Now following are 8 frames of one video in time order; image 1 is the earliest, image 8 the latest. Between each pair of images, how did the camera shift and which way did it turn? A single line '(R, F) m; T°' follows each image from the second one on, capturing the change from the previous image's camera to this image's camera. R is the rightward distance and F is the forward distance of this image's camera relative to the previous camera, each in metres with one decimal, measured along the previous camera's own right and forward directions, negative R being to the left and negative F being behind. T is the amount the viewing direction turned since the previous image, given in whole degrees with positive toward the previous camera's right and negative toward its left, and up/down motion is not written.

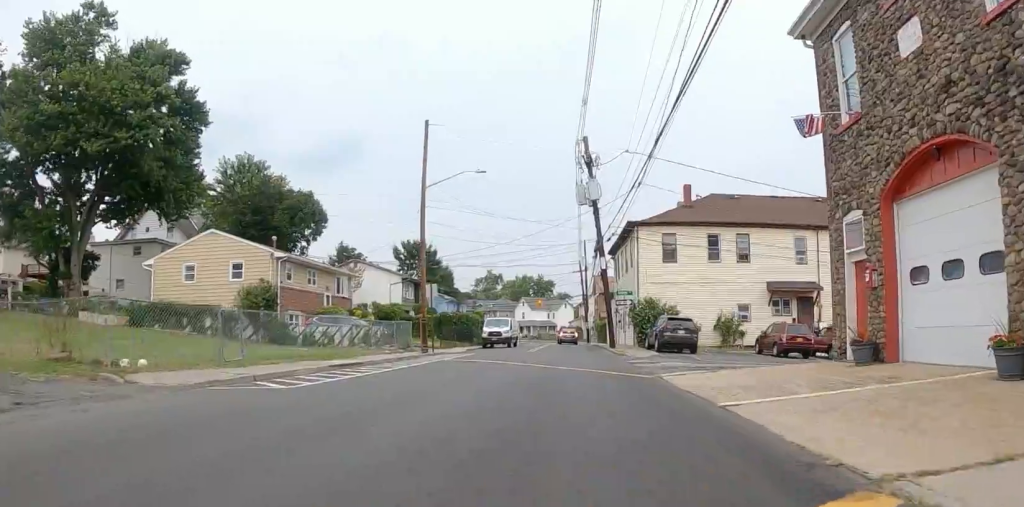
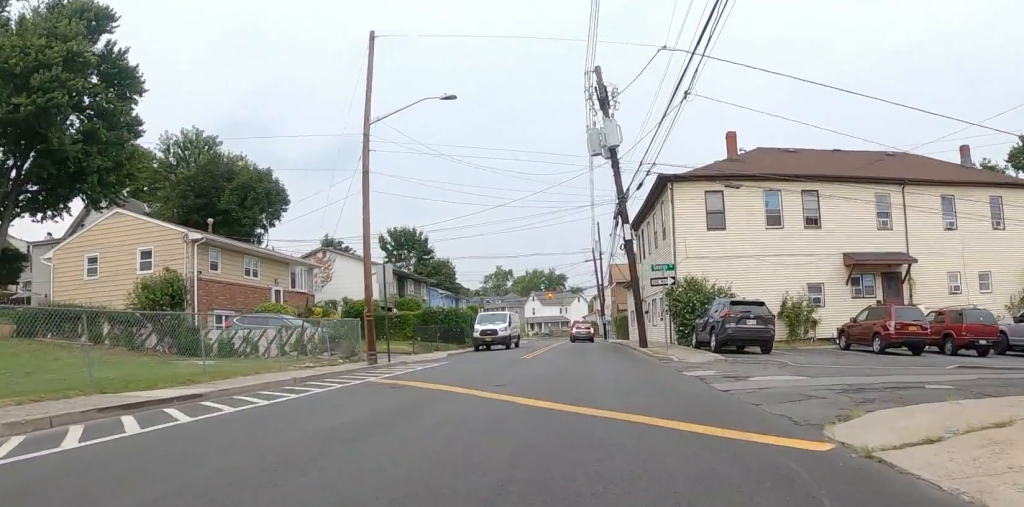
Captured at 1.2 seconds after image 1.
(+0.1, +8.9) m; +14°
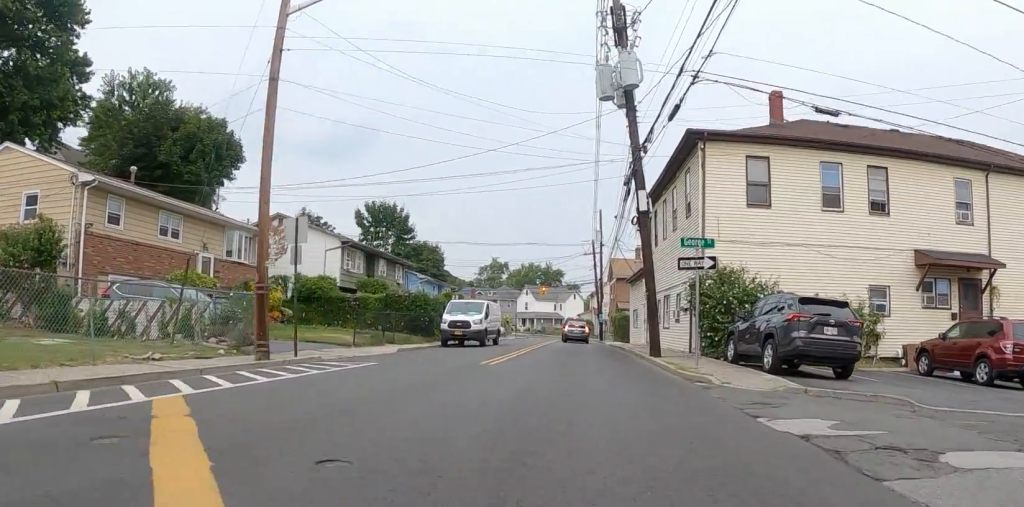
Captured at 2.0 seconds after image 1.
(+1.5, +6.1) m; +3°
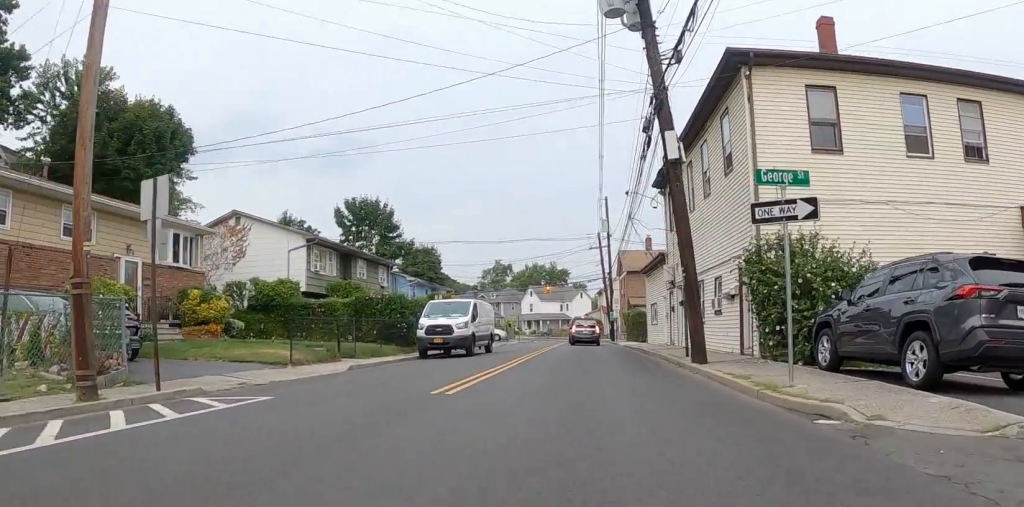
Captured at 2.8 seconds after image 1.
(-0.7, +5.1) m; -7°
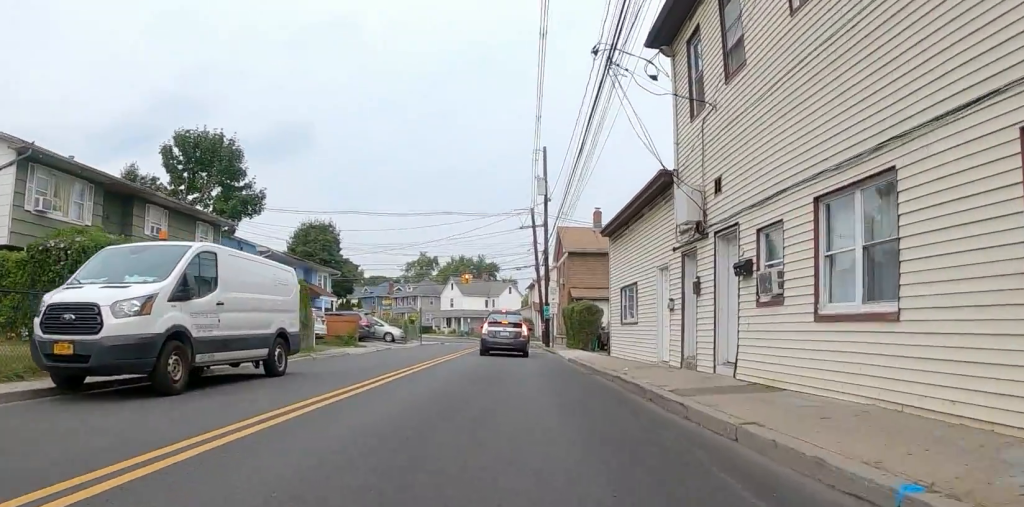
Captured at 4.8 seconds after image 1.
(-1.6, +13.8) m; -6°
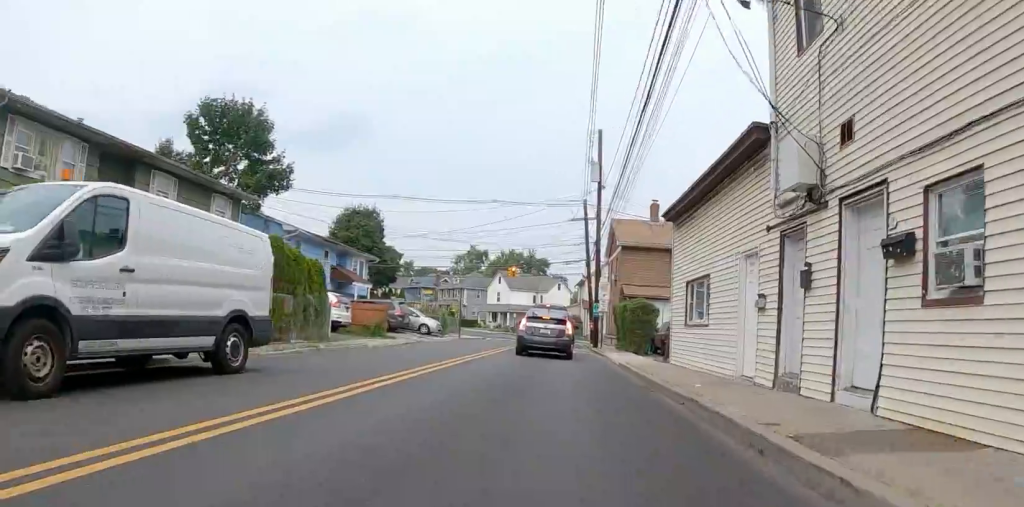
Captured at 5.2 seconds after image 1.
(-0.1, +3.1) m; +2°
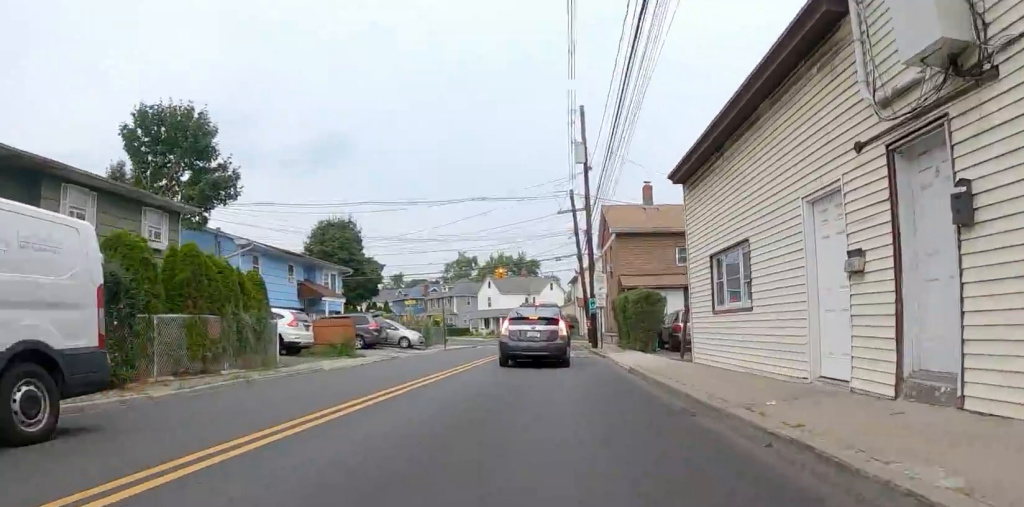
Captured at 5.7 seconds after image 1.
(+0.3, +3.5) m; +5°
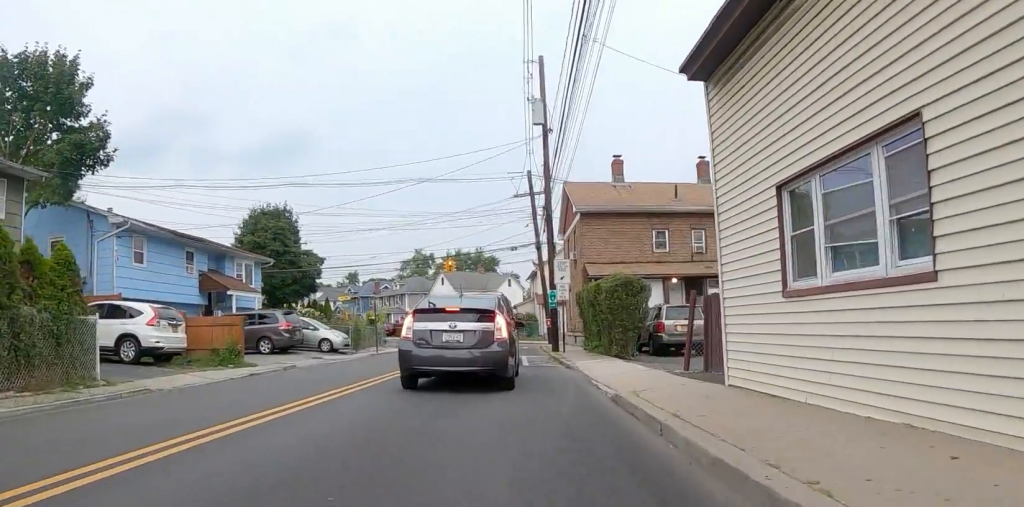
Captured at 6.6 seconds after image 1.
(+0.4, +5.7) m; +4°
